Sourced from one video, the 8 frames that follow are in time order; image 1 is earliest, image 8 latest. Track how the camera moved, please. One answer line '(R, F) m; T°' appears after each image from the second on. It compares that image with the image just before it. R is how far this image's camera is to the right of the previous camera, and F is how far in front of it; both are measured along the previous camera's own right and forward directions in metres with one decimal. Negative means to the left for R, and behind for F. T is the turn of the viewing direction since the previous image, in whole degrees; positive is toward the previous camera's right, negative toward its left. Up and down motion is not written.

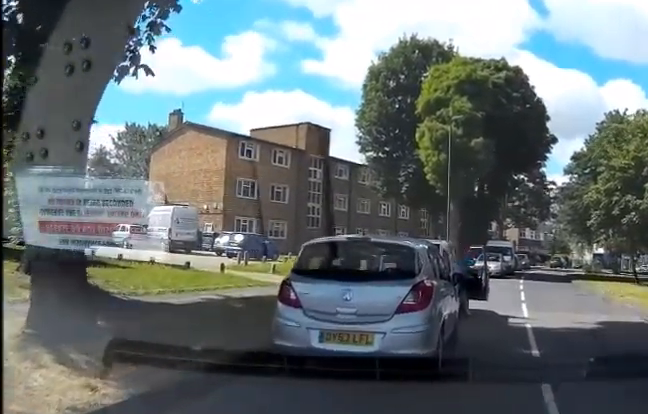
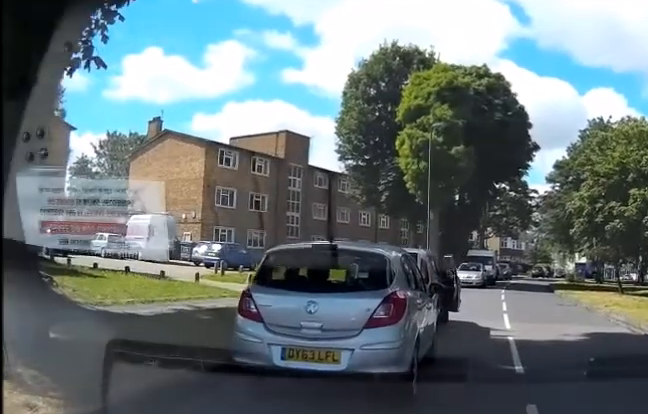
(+0.3, +0.7) m; 0°
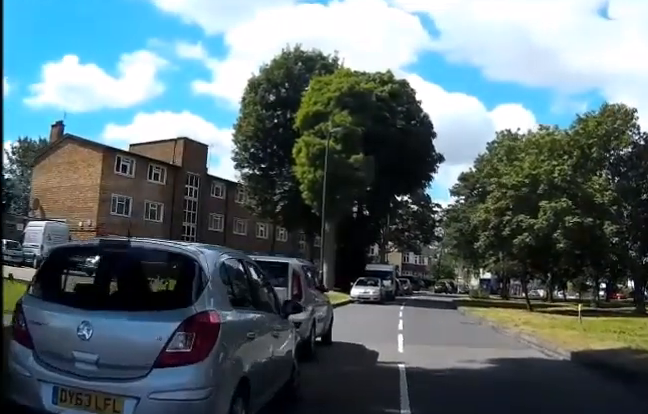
(+0.4, +2.0) m; -3°
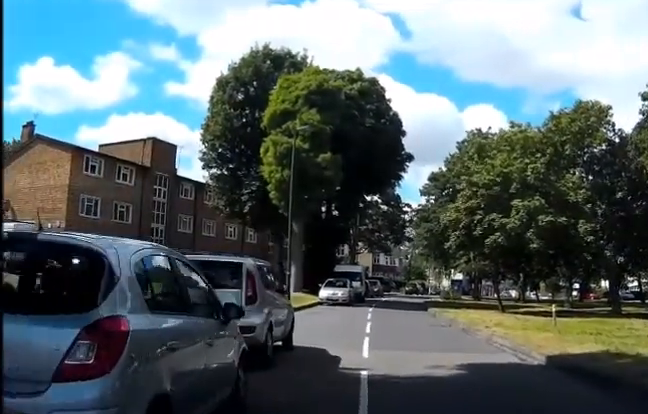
(0.0, +0.5) m; -2°
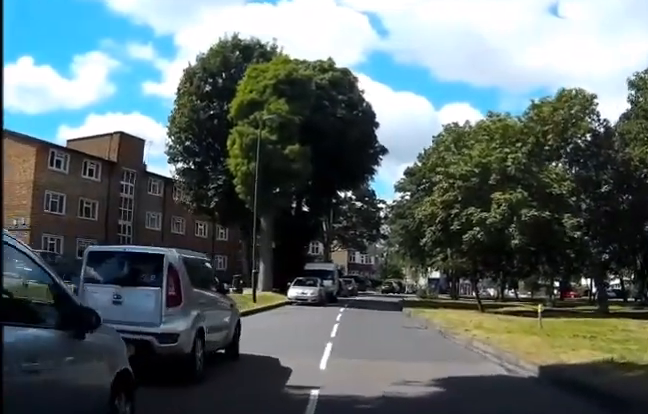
(-0.1, +1.7) m; -3°
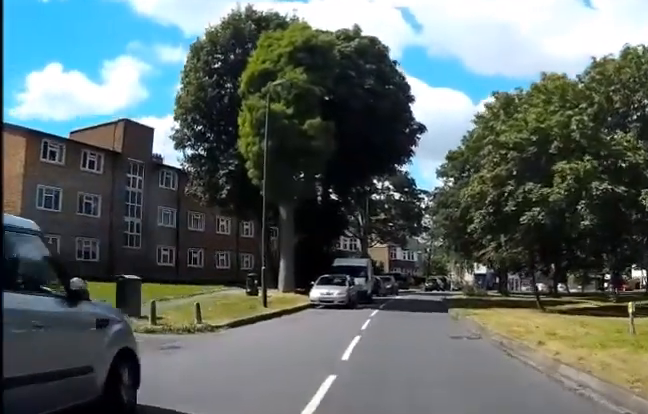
(-0.1, +4.1) m; -2°
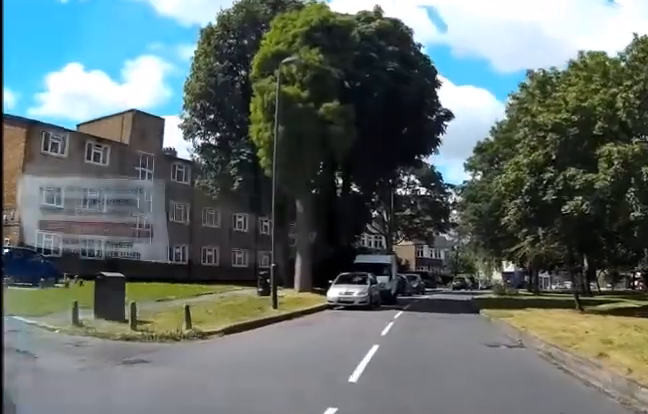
(0.0, +1.9) m; +3°
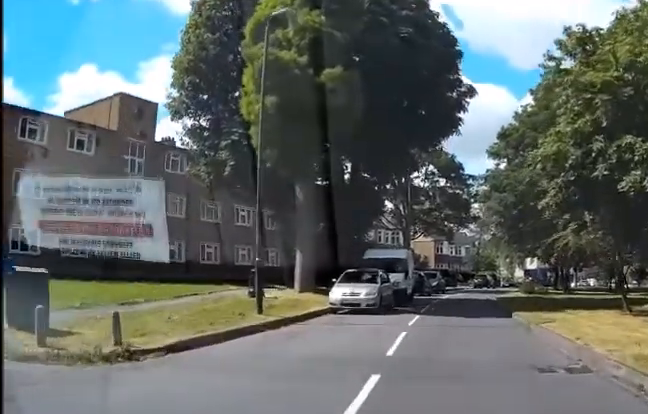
(+0.1, +3.0) m; +5°
